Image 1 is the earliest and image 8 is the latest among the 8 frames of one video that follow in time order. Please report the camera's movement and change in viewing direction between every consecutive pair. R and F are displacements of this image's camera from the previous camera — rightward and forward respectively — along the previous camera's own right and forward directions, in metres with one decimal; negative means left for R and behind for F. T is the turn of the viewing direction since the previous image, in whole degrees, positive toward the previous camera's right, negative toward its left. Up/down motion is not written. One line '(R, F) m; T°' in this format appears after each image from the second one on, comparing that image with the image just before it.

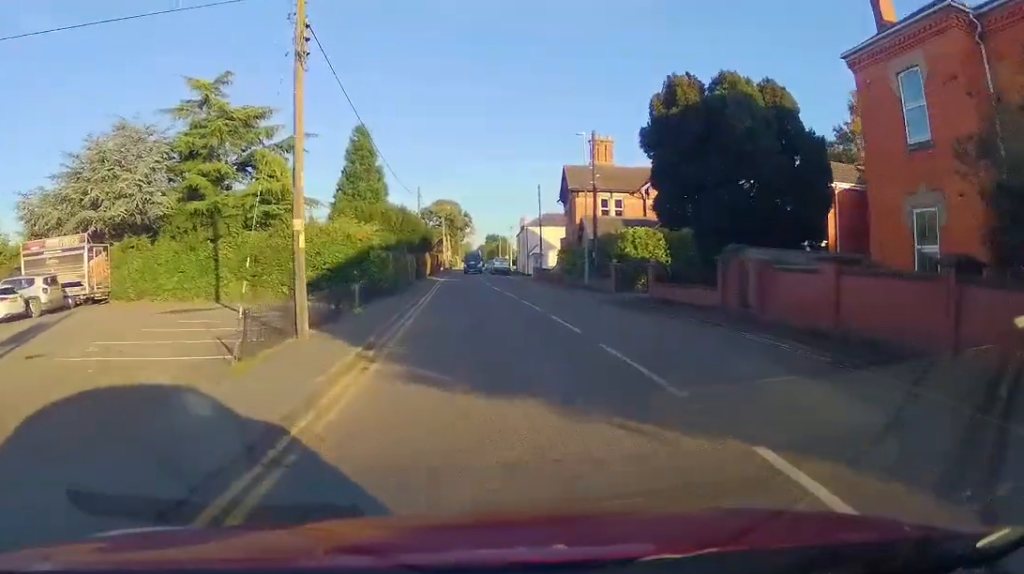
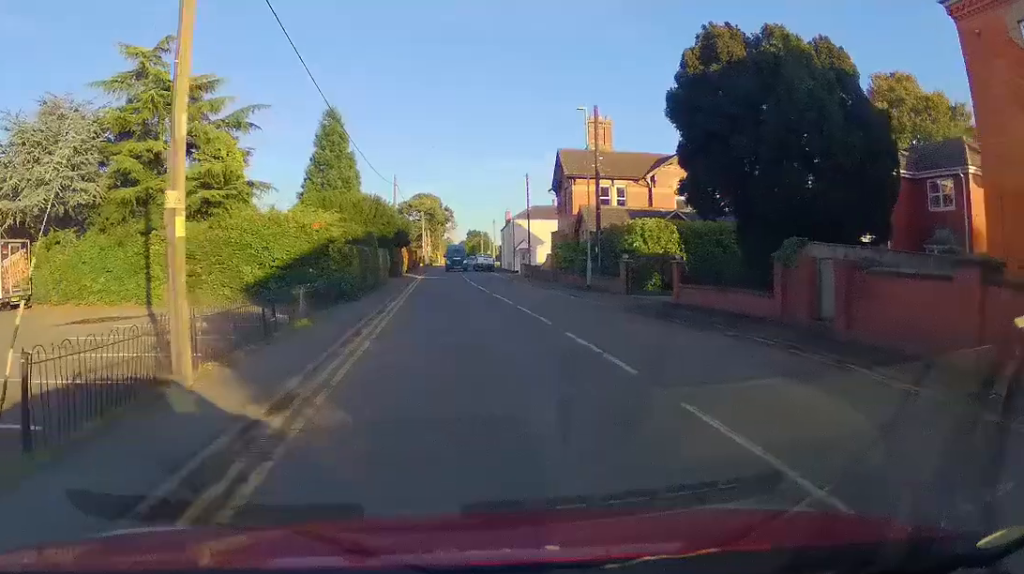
(0.0, +4.9) m; -1°
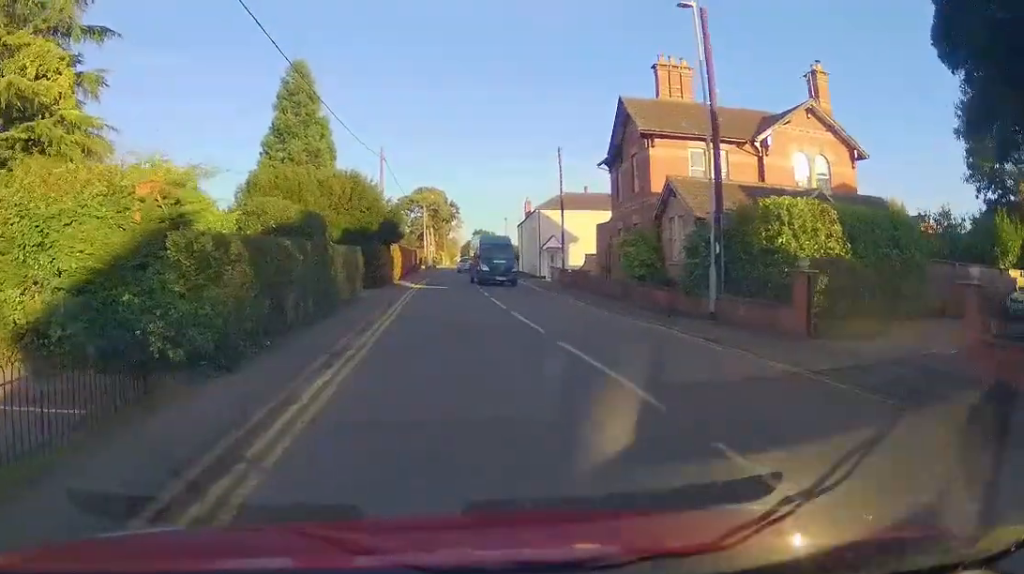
(+0.1, +11.3) m; +4°
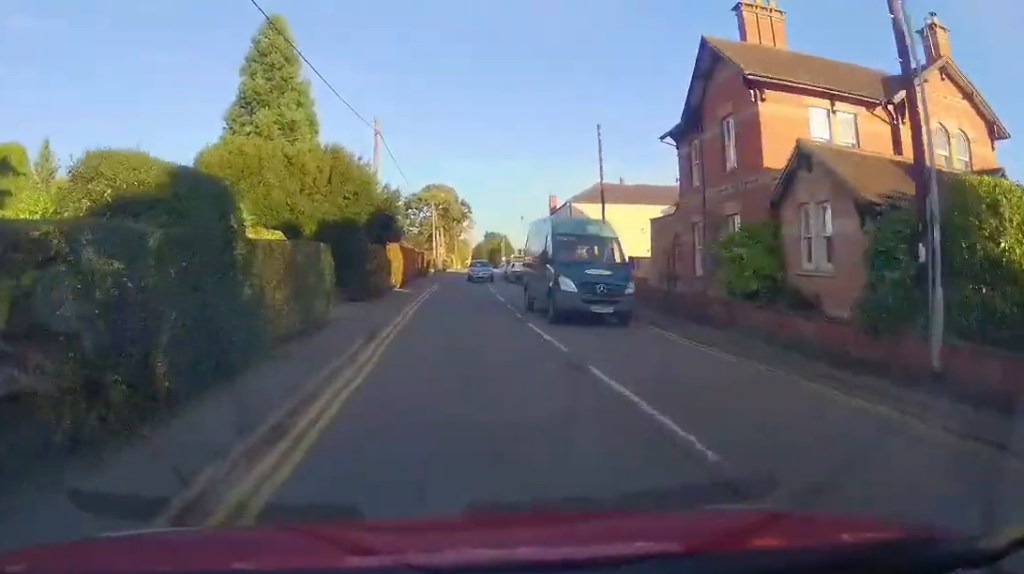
(+0.2, +6.8) m; 0°
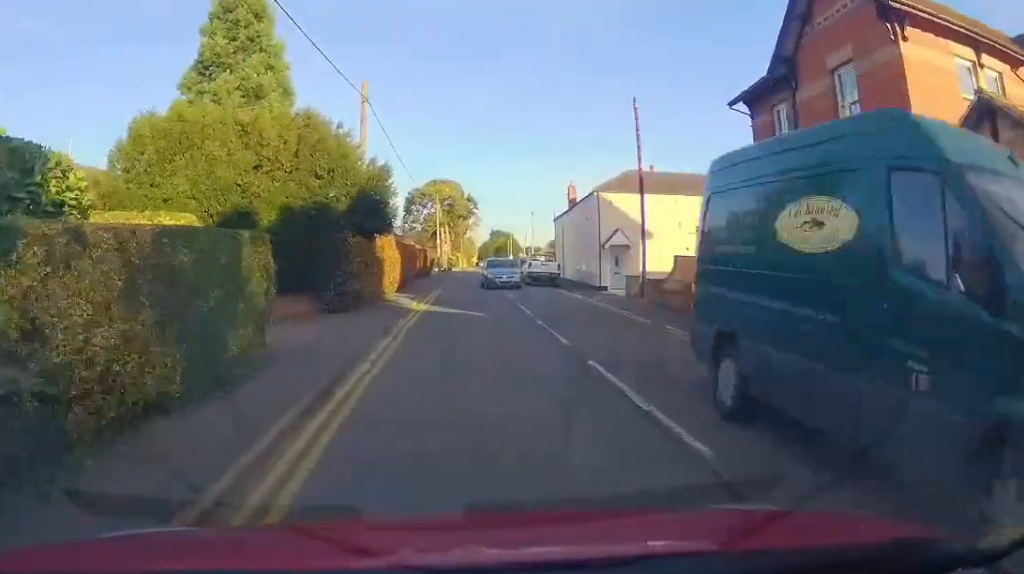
(0.0, +5.2) m; -3°
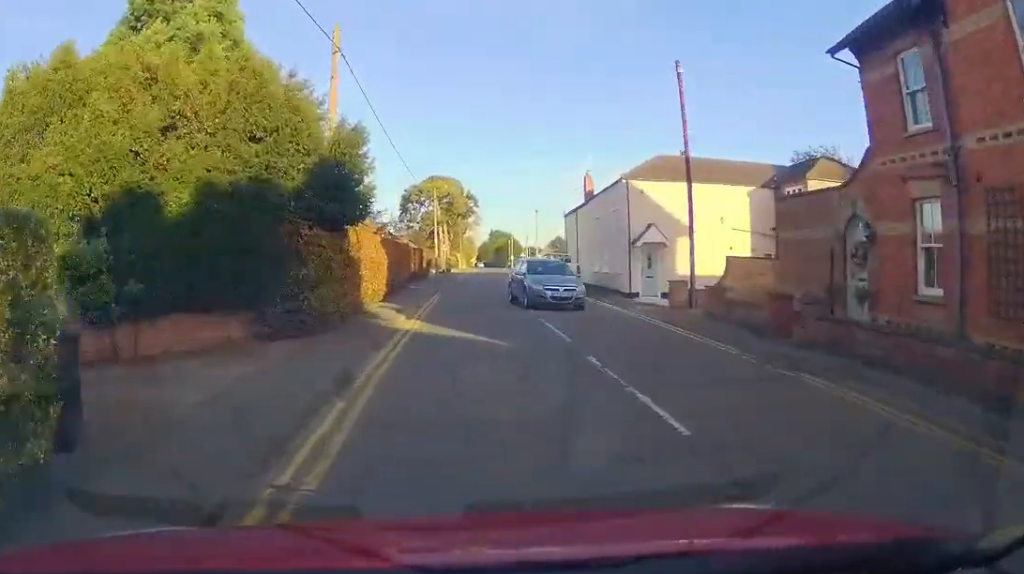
(-0.3, +5.3) m; -3°
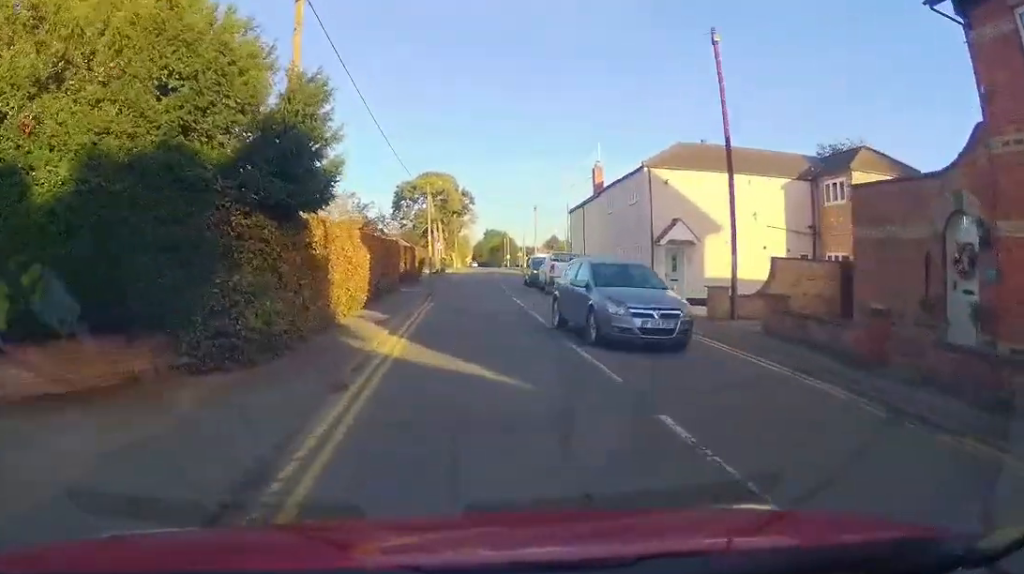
(0.0, +3.6) m; +1°
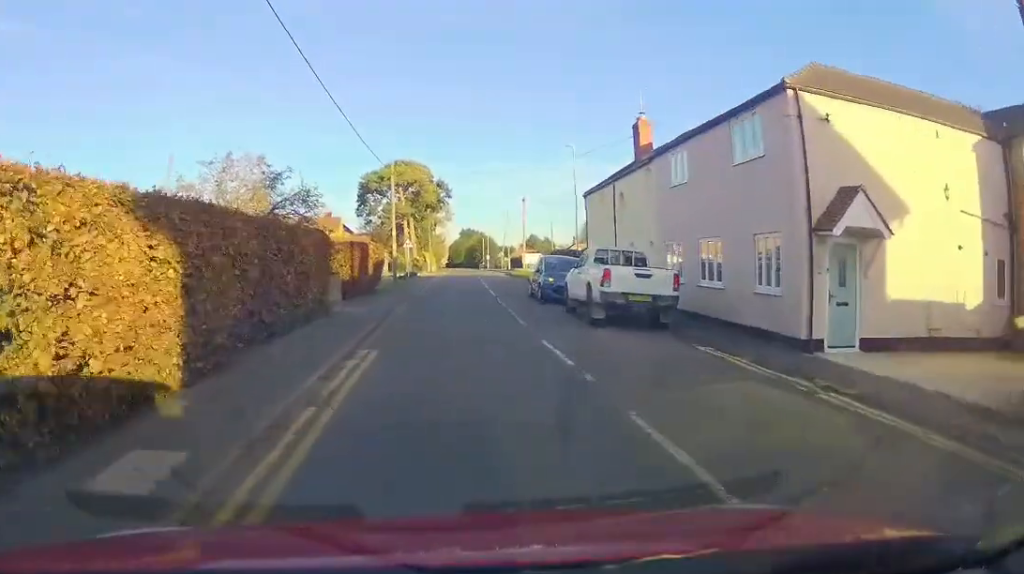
(+0.7, +11.6) m; +3°
